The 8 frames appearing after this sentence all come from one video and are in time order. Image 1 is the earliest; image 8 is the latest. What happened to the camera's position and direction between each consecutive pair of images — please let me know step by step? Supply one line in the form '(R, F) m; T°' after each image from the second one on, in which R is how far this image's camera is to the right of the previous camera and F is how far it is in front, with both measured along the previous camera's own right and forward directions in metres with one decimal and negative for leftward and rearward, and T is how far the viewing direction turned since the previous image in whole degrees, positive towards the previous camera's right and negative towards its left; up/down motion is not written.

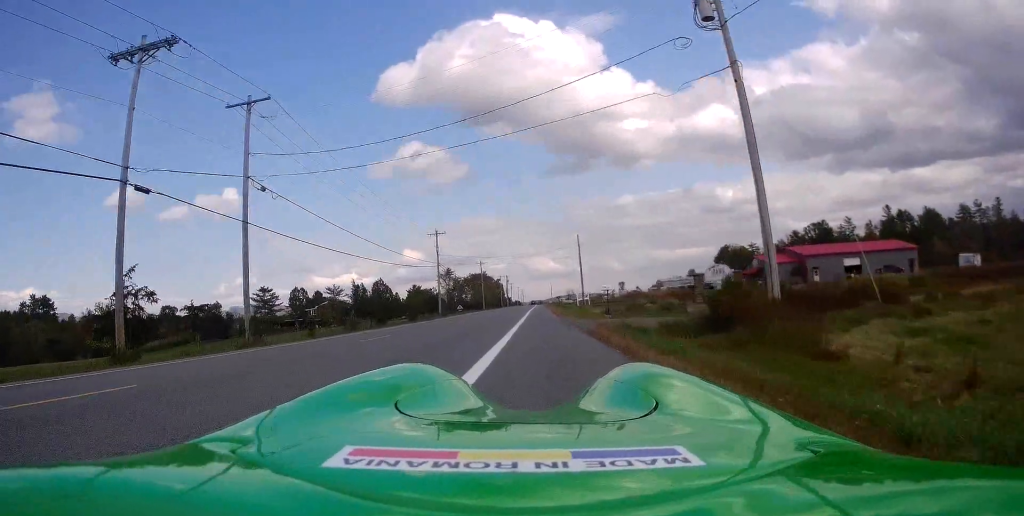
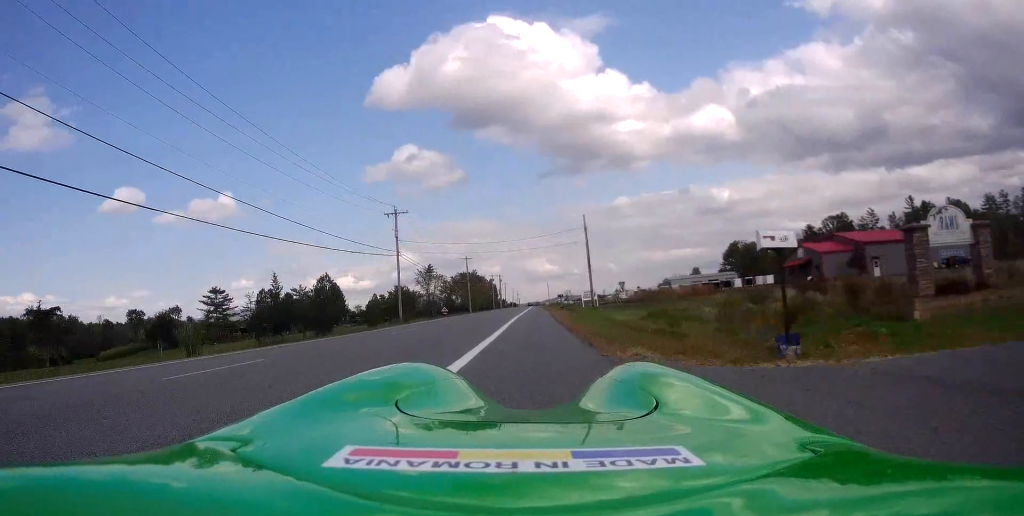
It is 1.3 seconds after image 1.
(+0.6, +20.0) m; +1°
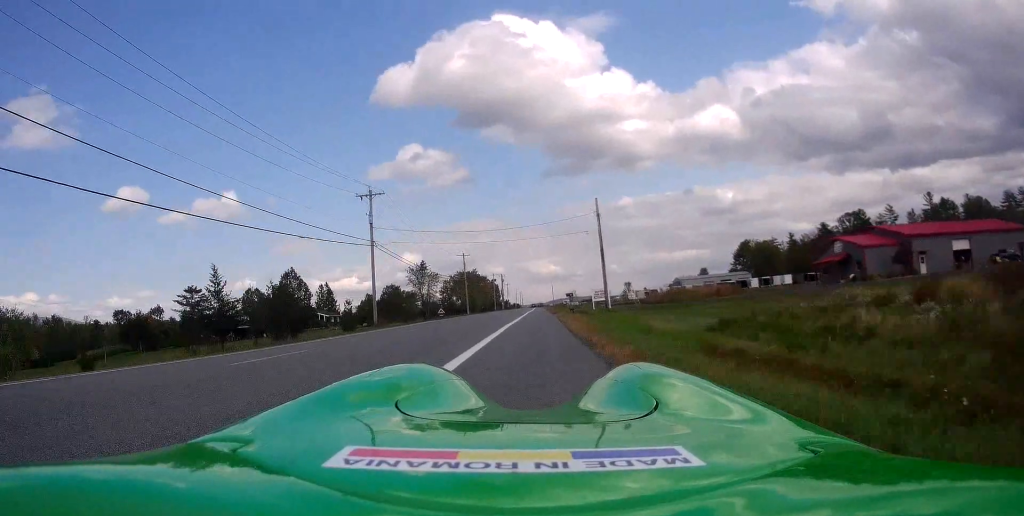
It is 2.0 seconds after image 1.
(-0.2, +10.3) m; -1°
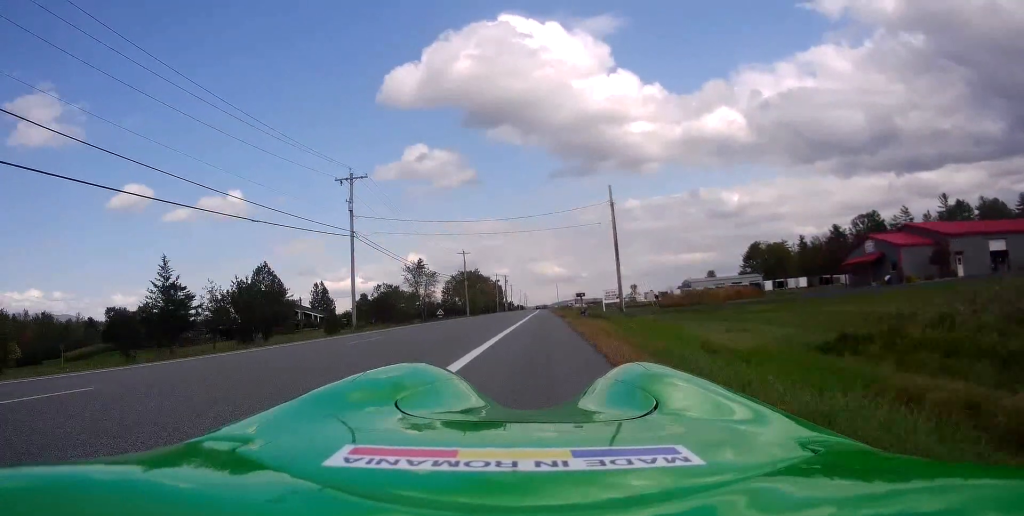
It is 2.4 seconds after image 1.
(-0.2, +7.1) m; -1°
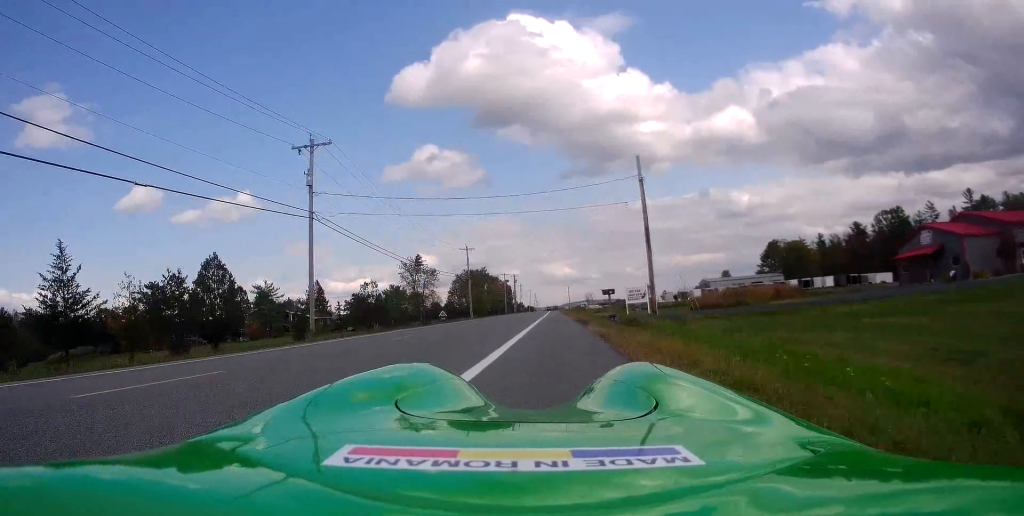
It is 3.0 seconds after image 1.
(0.0, +9.5) m; 0°
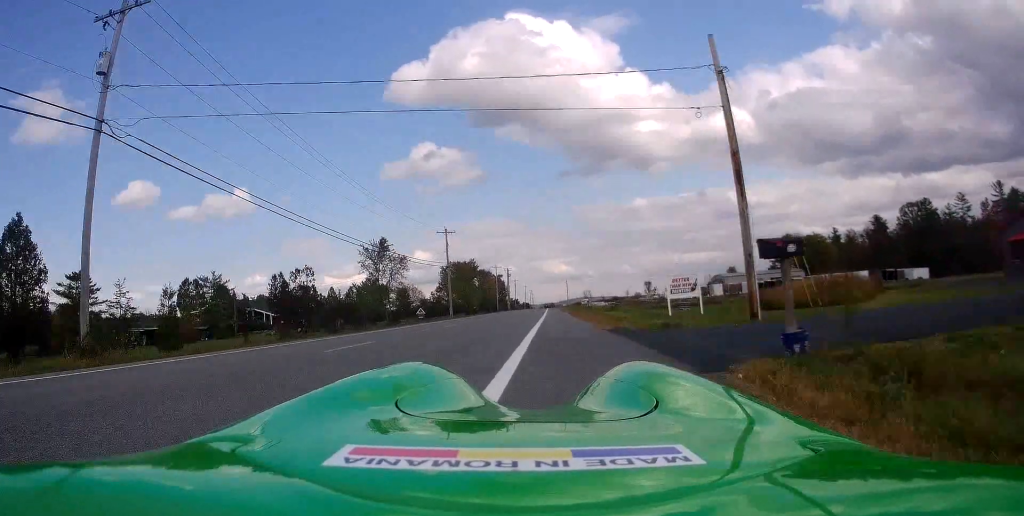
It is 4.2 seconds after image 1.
(0.0, +18.2) m; 0°
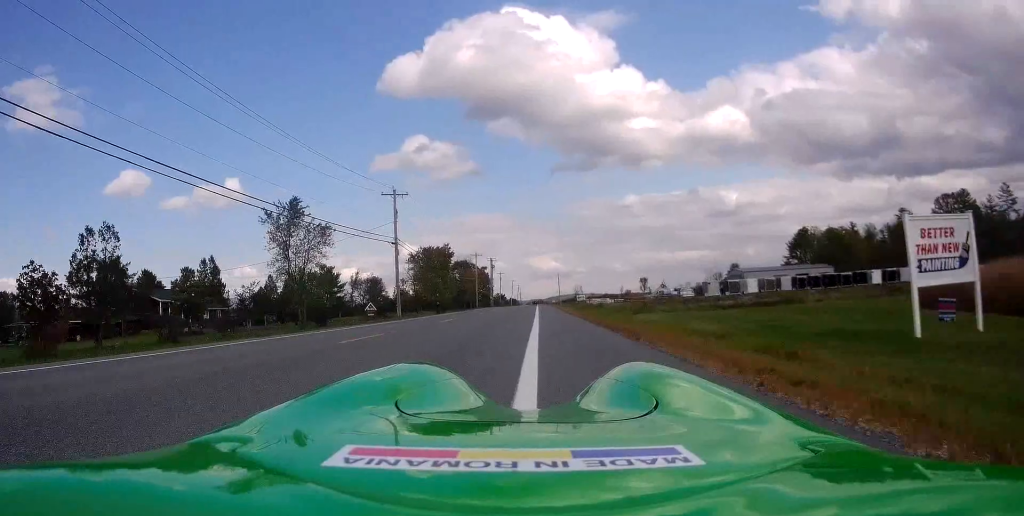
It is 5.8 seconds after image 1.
(+0.2, +23.5) m; +1°
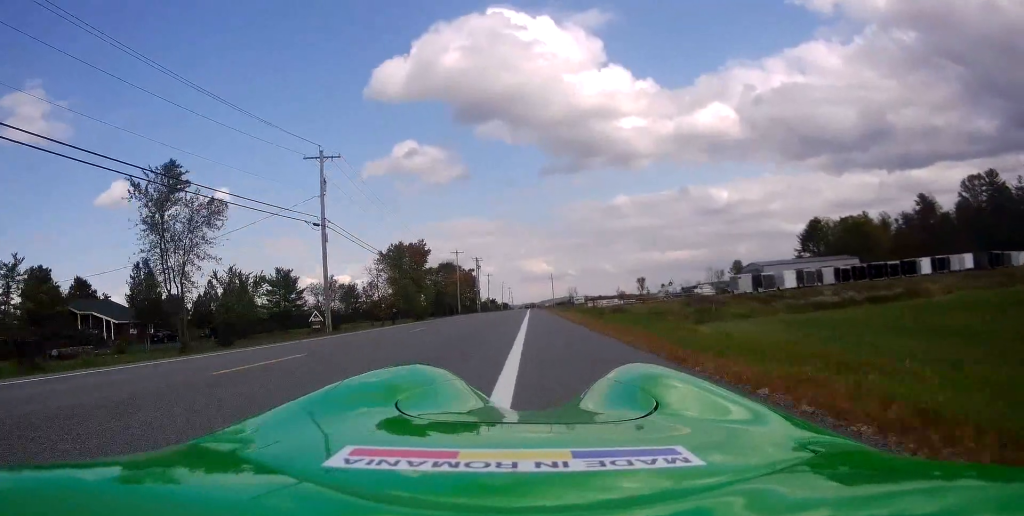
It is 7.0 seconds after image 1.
(+0.1, +16.4) m; -1°
